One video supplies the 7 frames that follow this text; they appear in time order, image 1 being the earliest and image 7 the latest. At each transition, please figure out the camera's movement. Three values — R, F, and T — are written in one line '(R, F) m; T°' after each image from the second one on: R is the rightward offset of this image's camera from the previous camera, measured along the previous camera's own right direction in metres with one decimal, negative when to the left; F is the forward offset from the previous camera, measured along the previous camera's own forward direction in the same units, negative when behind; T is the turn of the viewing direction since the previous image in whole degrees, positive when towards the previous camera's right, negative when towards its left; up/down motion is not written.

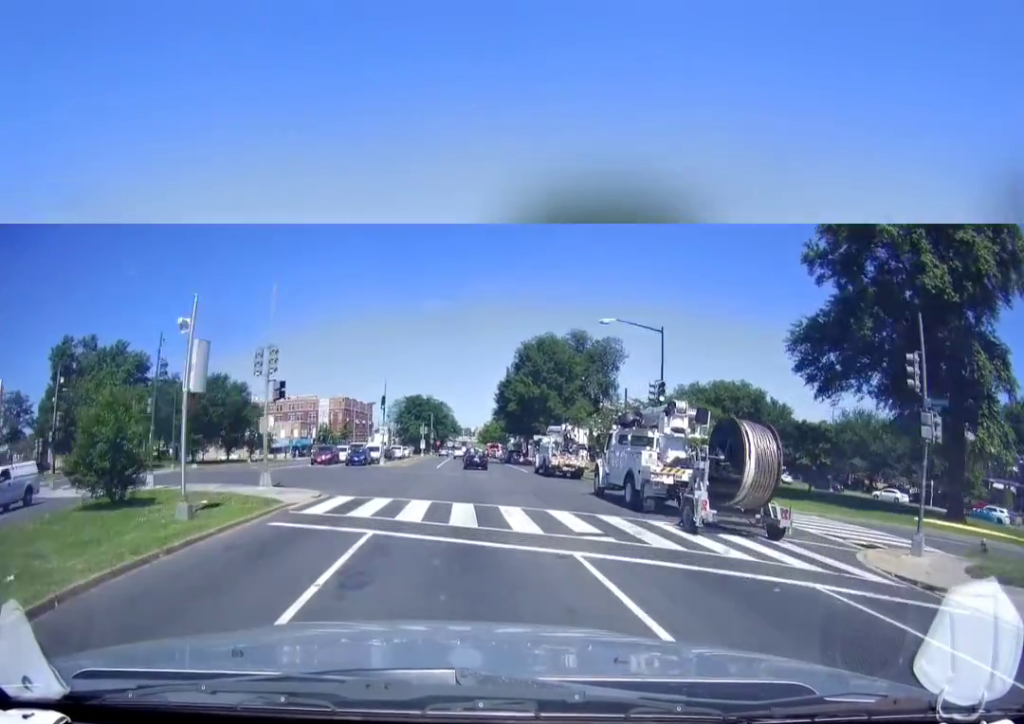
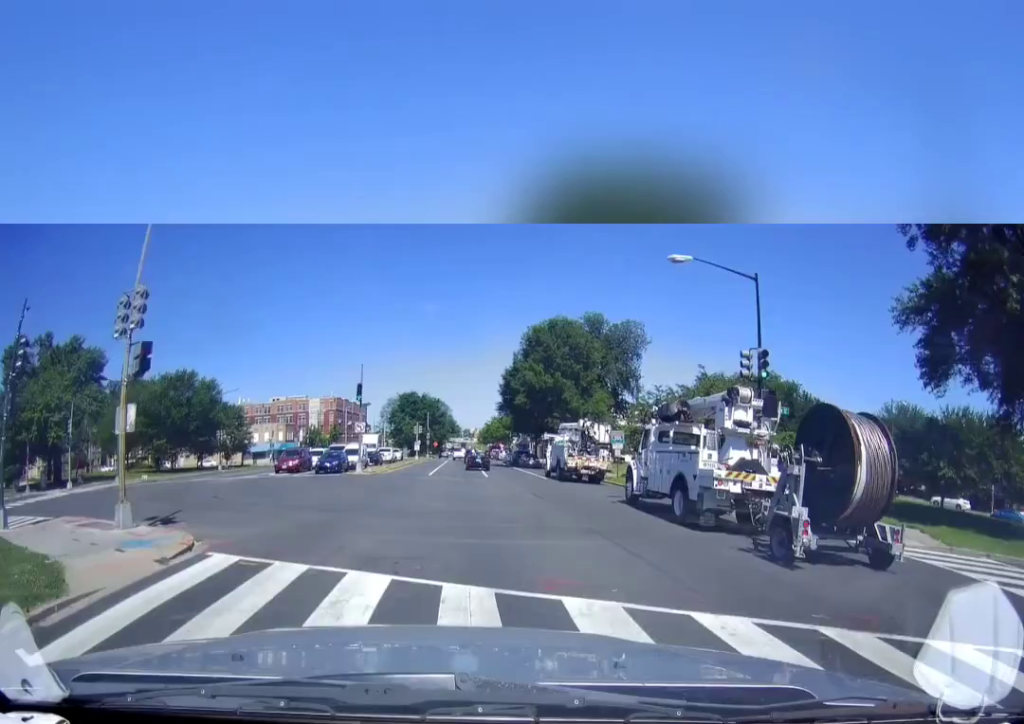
(0.0, +10.0) m; 0°
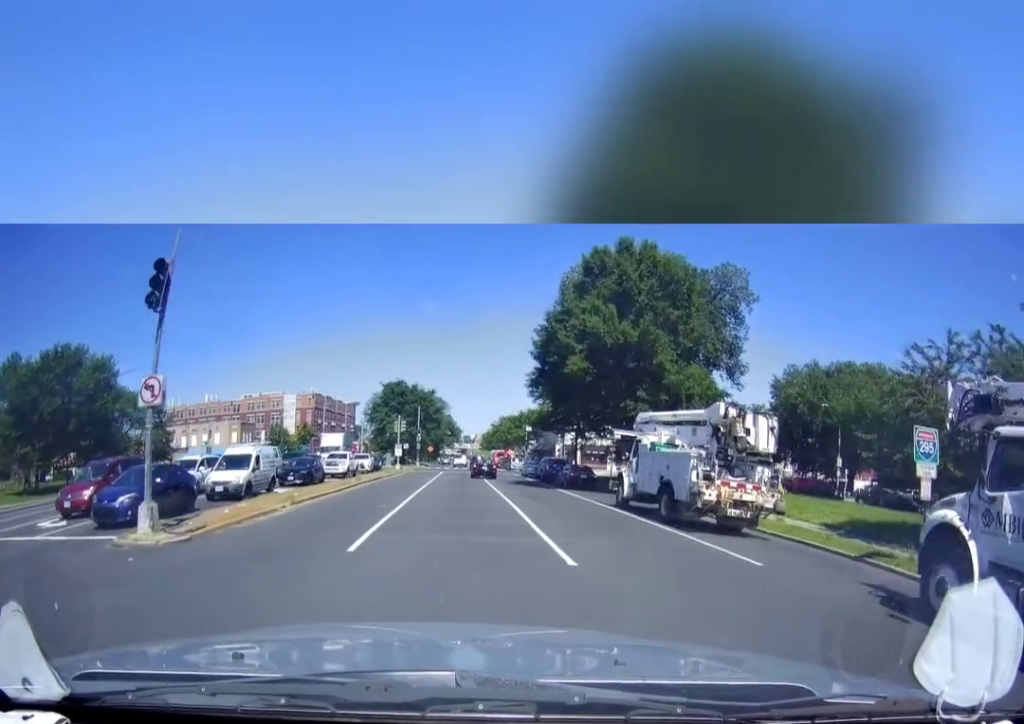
(+0.6, +25.2) m; +1°
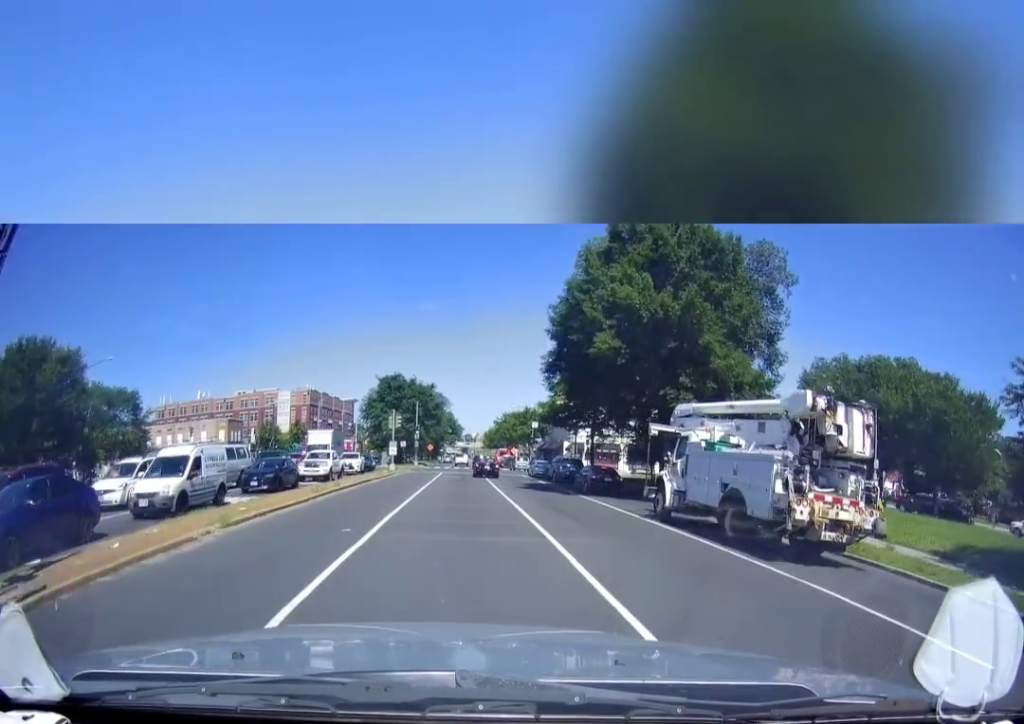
(+0.1, +5.9) m; -1°
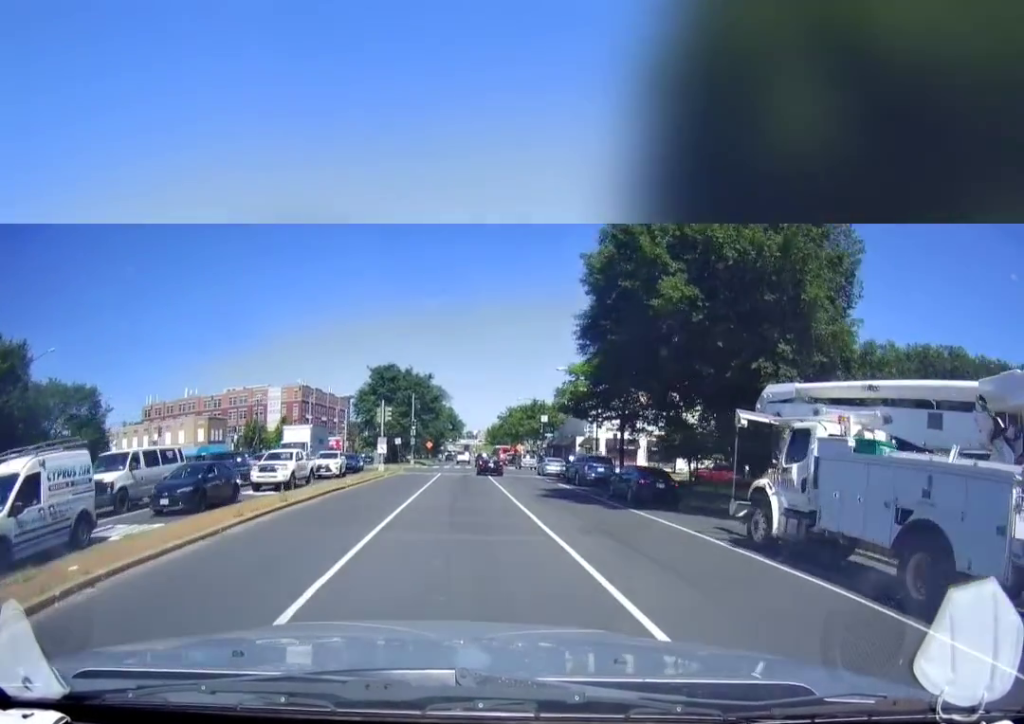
(-0.4, +7.7) m; -2°
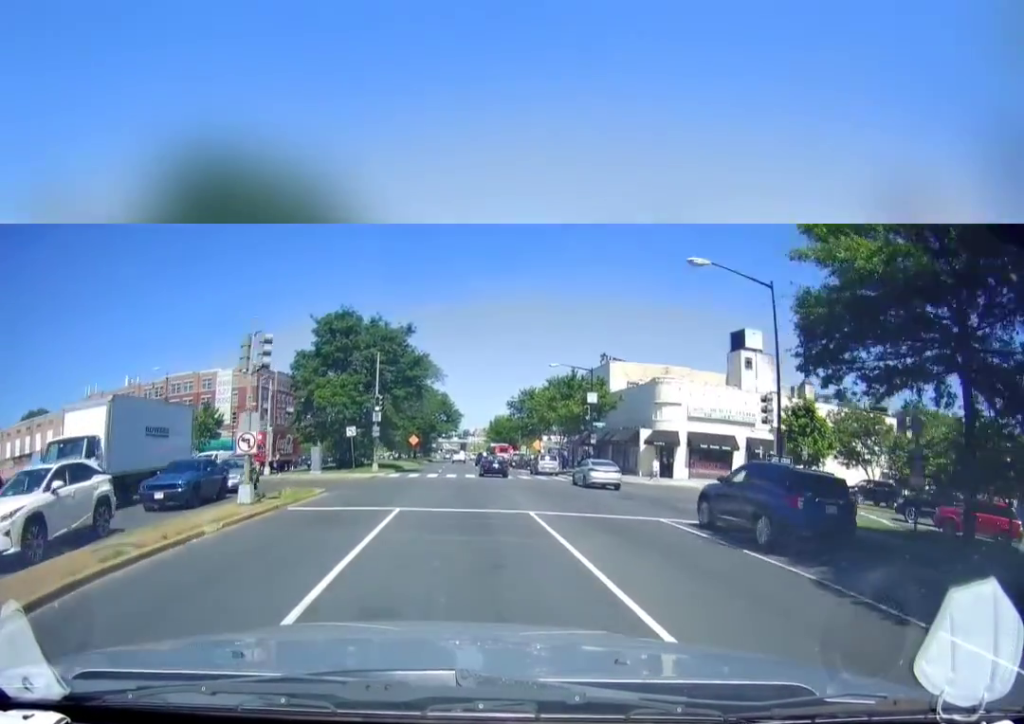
(-0.2, +28.0) m; 0°
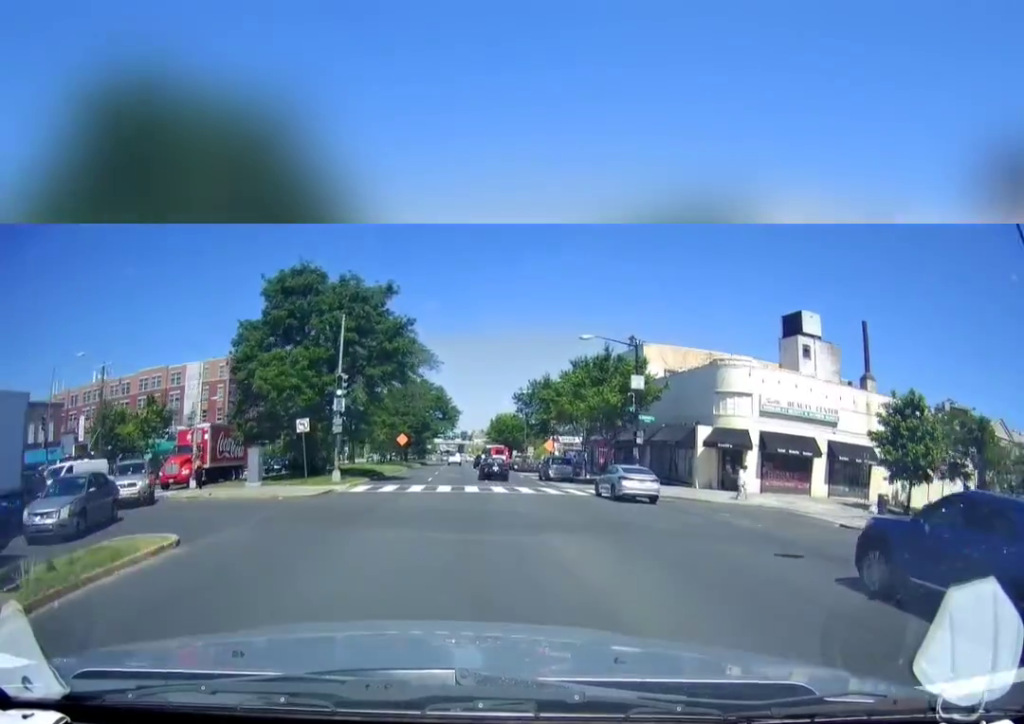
(+0.1, +11.8) m; 0°
